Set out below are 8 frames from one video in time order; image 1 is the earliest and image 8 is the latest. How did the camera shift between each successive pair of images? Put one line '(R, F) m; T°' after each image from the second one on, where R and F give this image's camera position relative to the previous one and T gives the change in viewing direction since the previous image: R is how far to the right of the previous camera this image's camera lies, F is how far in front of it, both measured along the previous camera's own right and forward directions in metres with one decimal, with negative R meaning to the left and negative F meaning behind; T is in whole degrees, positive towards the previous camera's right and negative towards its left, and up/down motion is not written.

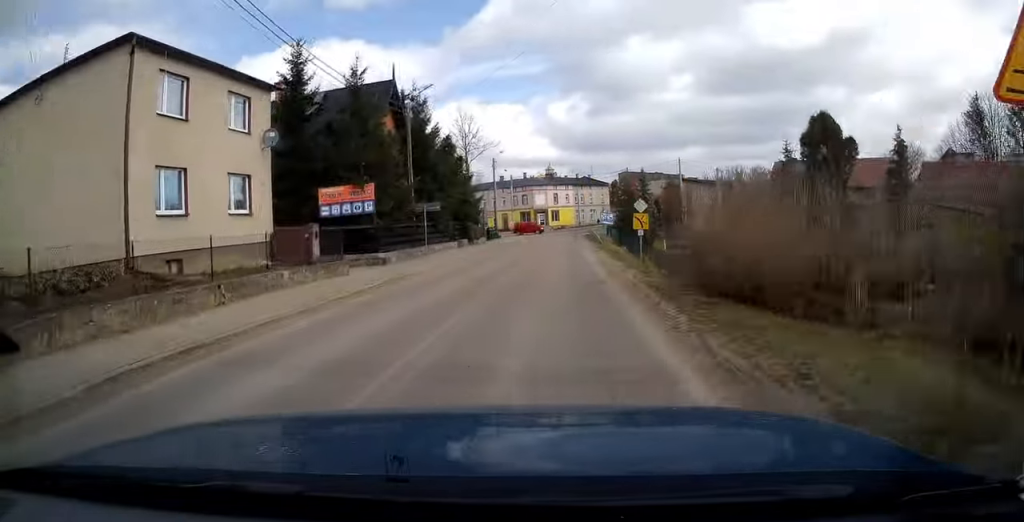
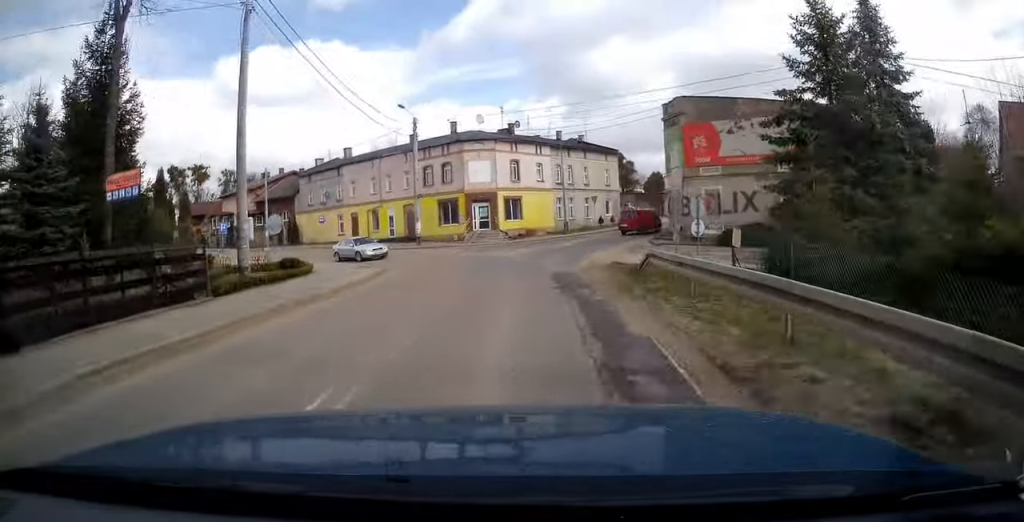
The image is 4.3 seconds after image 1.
(+3.7, +54.8) m; -6°
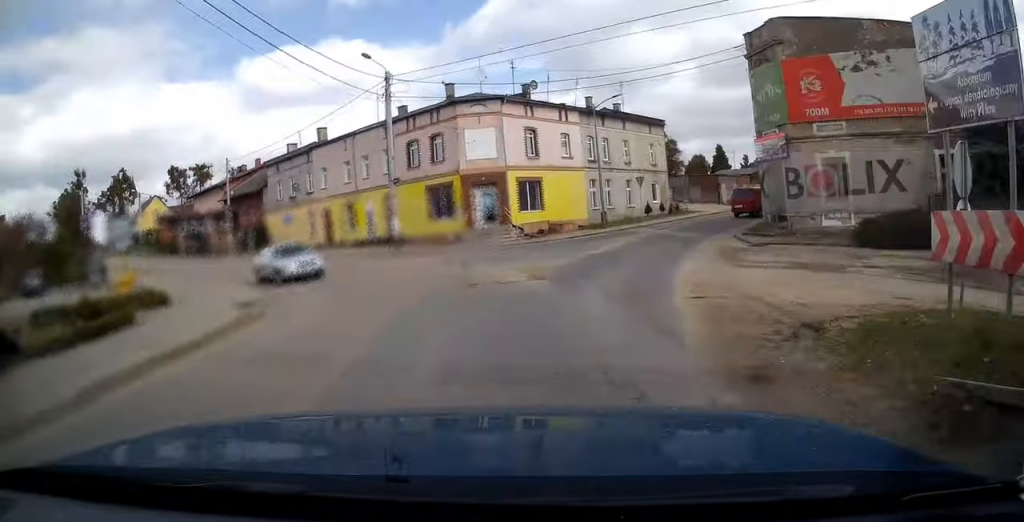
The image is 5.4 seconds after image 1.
(+0.2, +13.3) m; -8°
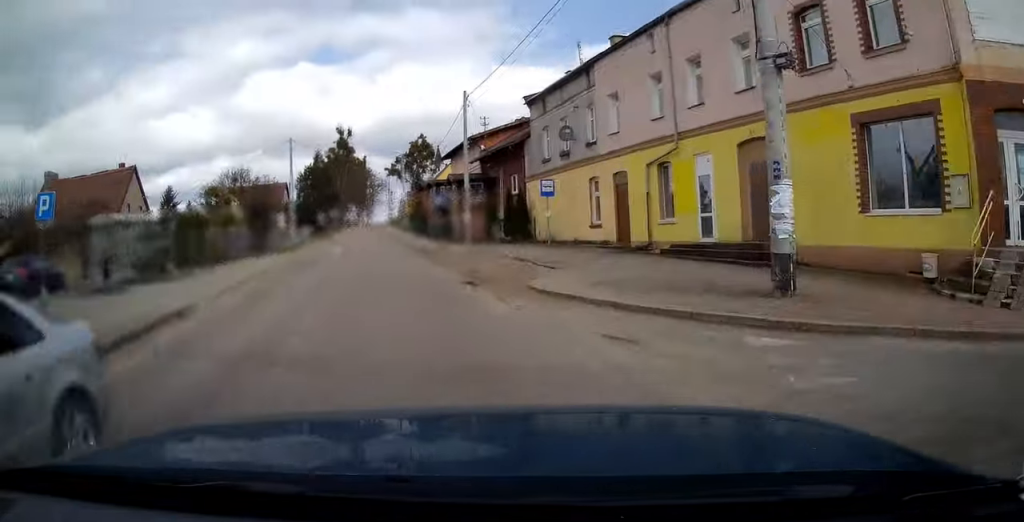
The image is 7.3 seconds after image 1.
(-3.8, +24.1) m; -21°
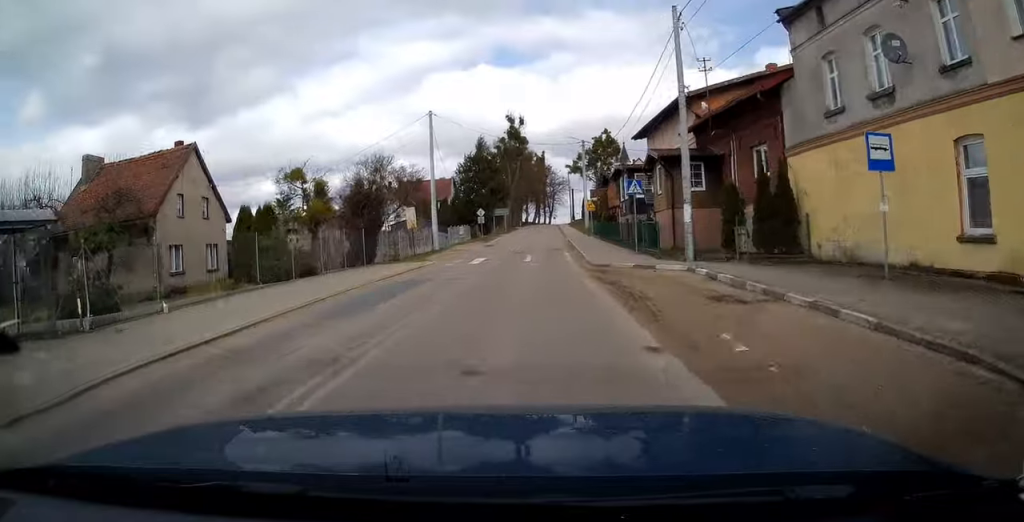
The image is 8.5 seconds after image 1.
(-2.8, +14.5) m; -7°
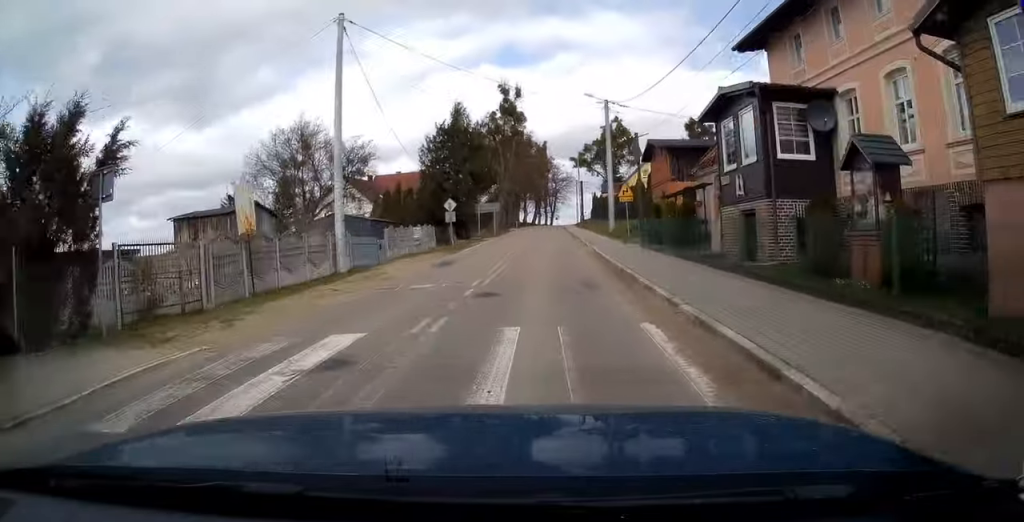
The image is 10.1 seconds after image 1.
(-3.5, +20.8) m; -8°
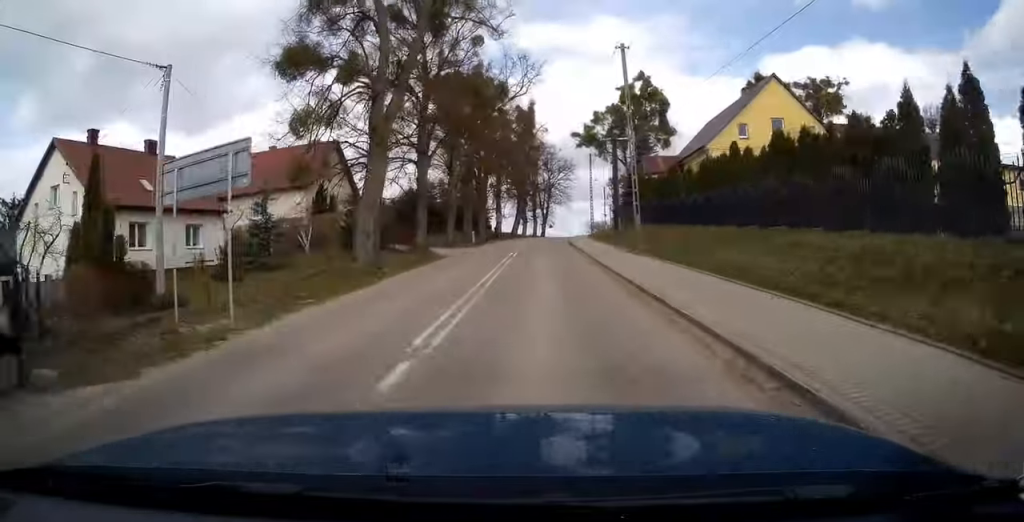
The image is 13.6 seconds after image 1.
(+1.8, +49.0) m; +3°
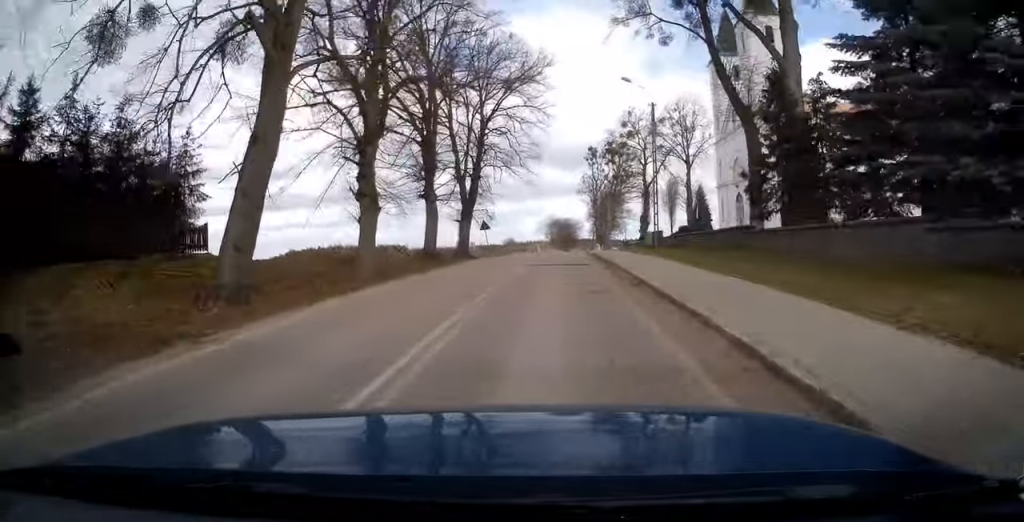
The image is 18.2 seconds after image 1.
(+1.9, +66.8) m; +5°
